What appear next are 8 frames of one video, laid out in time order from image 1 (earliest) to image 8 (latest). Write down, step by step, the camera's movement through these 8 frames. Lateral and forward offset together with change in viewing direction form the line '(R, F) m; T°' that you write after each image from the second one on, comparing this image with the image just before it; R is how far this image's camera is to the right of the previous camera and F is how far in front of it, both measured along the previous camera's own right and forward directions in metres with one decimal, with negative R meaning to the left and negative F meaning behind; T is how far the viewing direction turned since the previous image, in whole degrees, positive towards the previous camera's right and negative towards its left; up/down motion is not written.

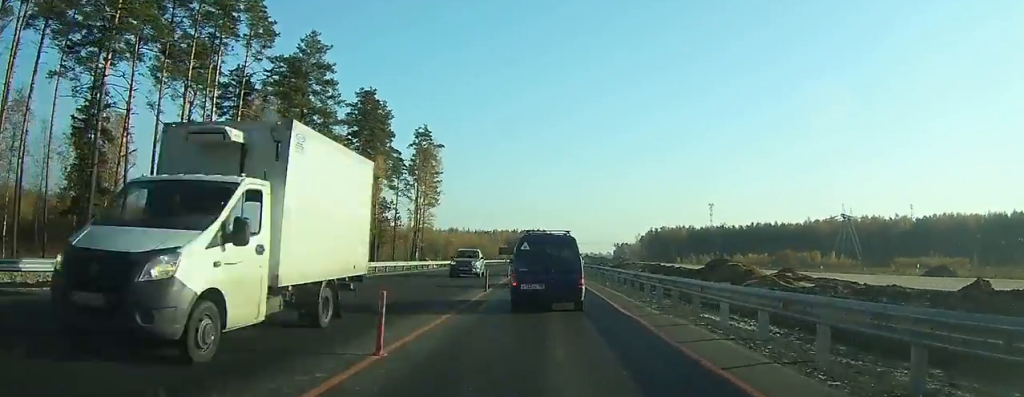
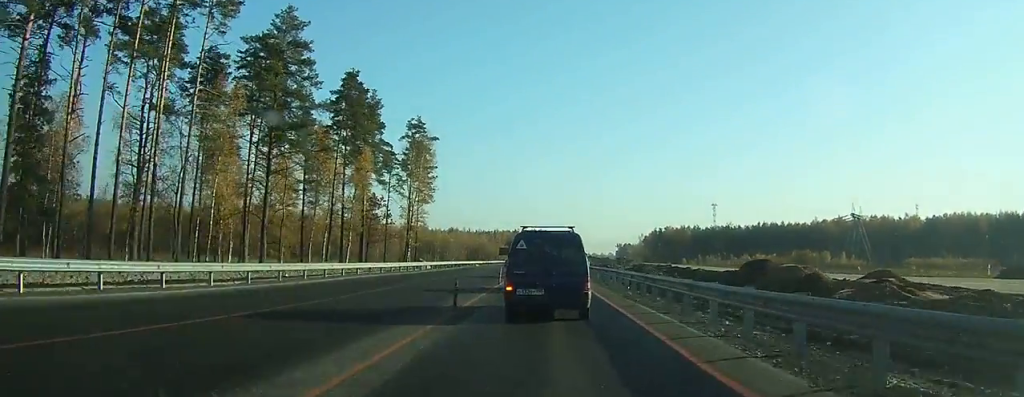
(+0.1, +7.7) m; +1°
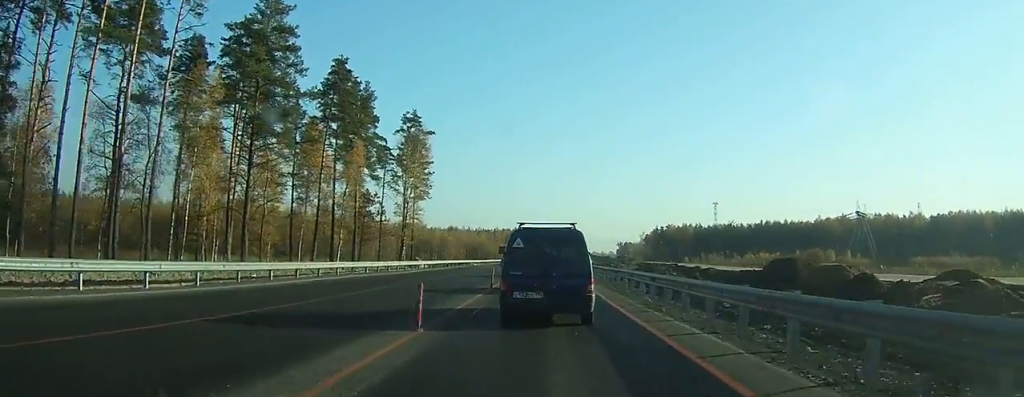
(+0.1, +4.1) m; 0°
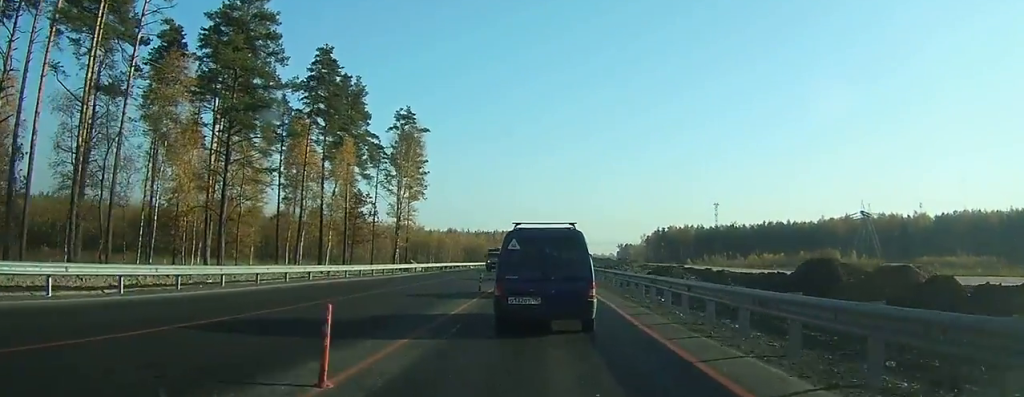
(0.0, +4.5) m; 0°
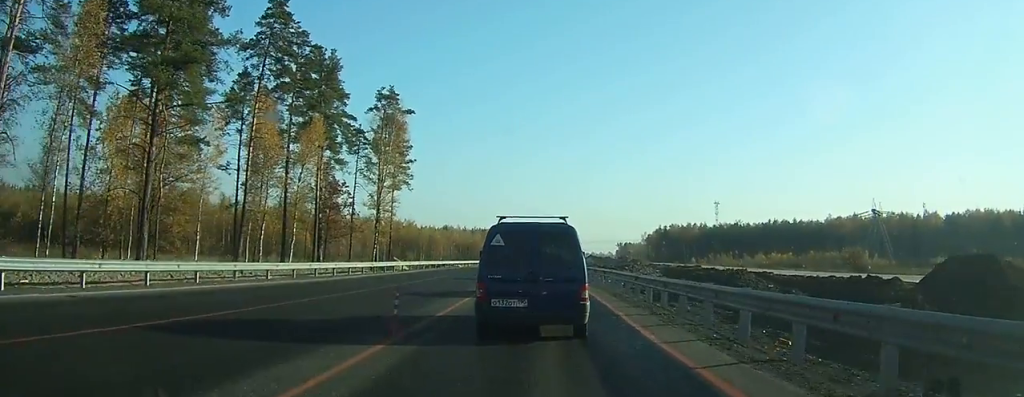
(-0.3, +11.5) m; -2°
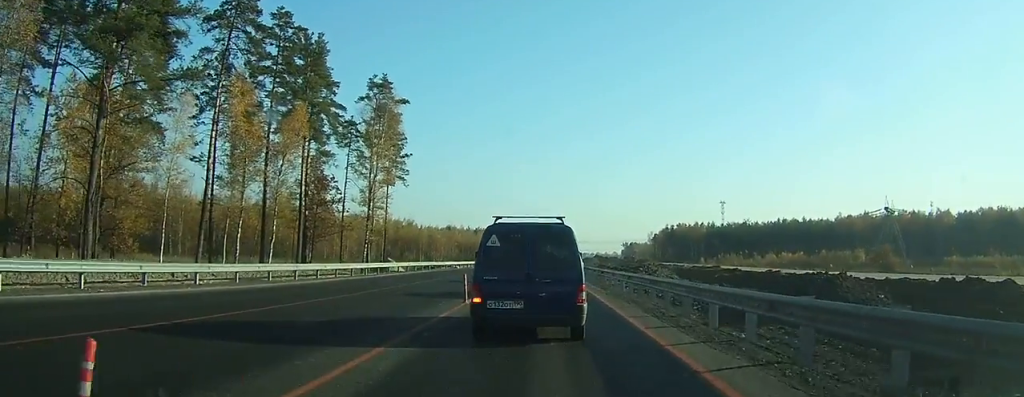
(0.0, +6.3) m; 0°
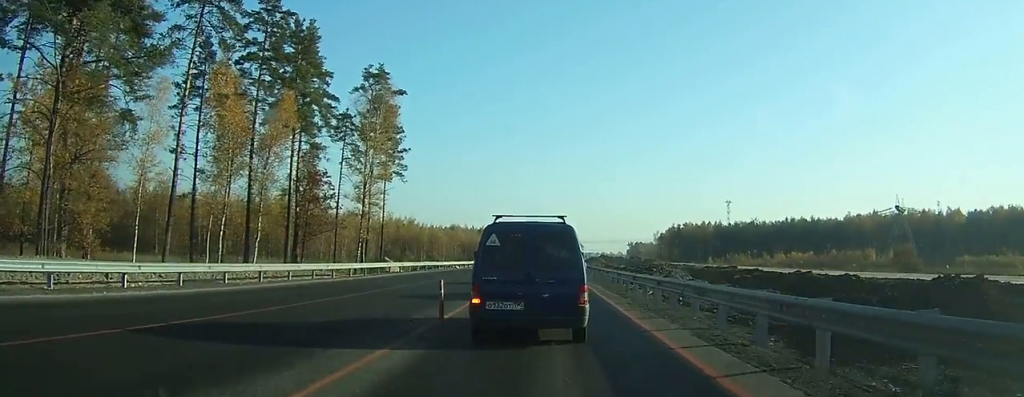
(0.0, +4.0) m; 0°
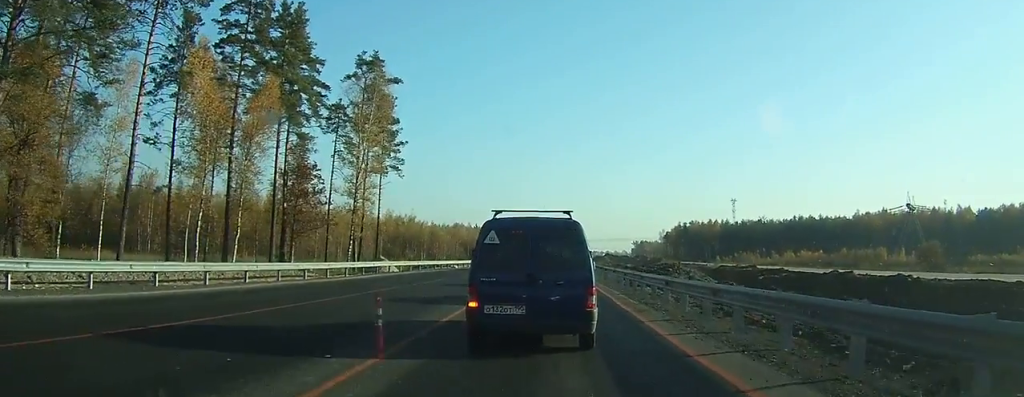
(0.0, +4.3) m; -1°
